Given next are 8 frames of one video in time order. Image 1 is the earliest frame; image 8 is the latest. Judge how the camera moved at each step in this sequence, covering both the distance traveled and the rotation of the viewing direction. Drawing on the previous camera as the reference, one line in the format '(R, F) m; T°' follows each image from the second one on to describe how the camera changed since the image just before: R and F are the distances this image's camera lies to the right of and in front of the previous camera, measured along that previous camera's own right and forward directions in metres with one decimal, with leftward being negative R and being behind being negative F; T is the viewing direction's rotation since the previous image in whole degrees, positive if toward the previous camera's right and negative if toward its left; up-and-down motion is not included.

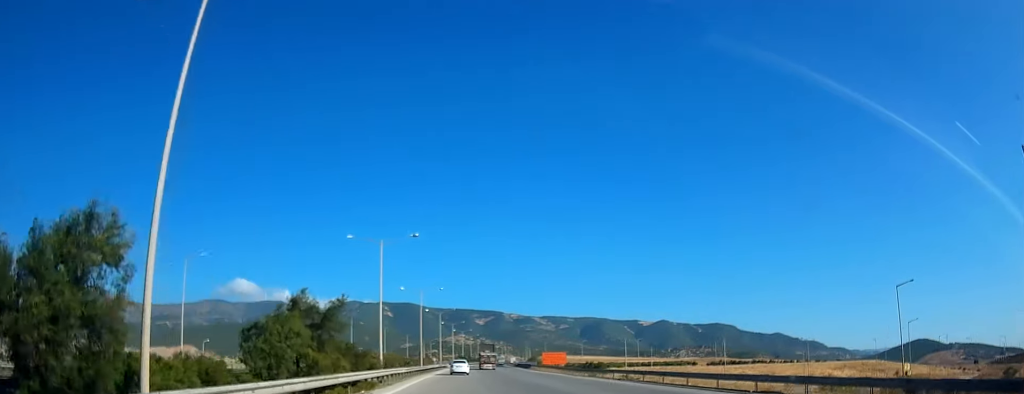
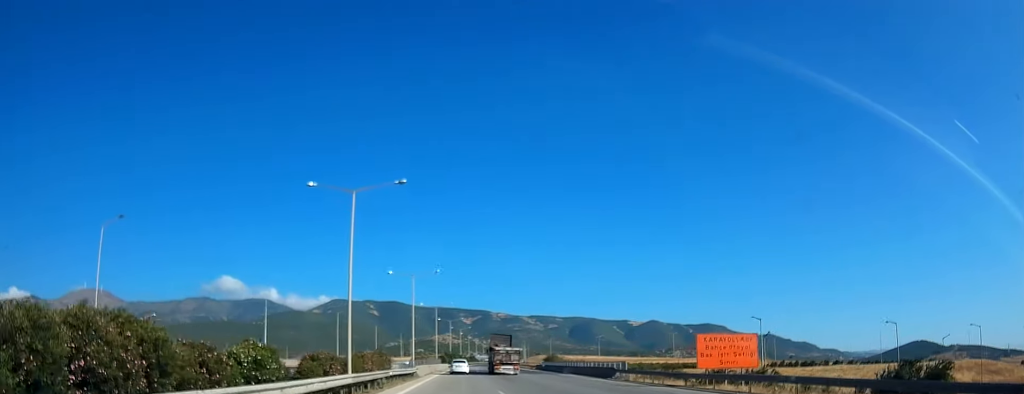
(+1.0, +67.2) m; +1°
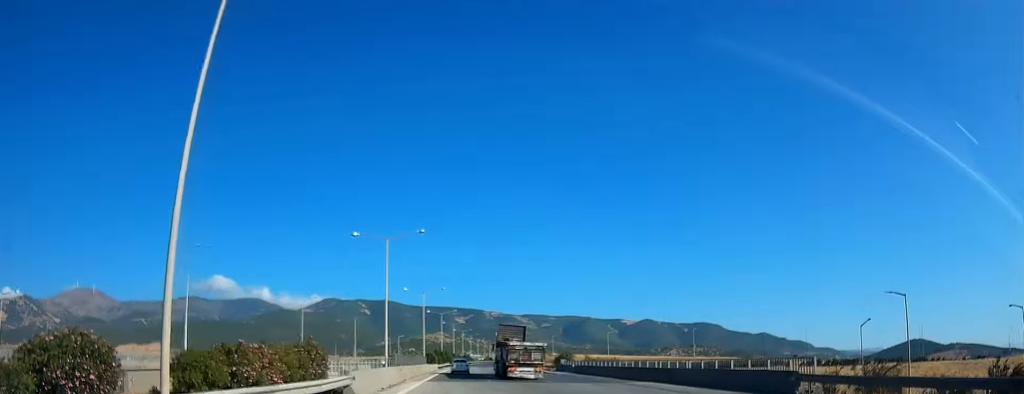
(0.0, +28.4) m; +1°
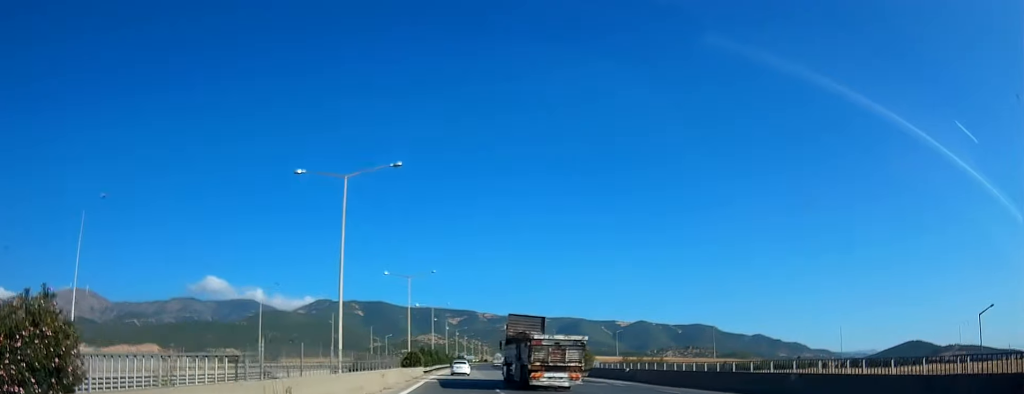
(+0.1, +23.1) m; +1°
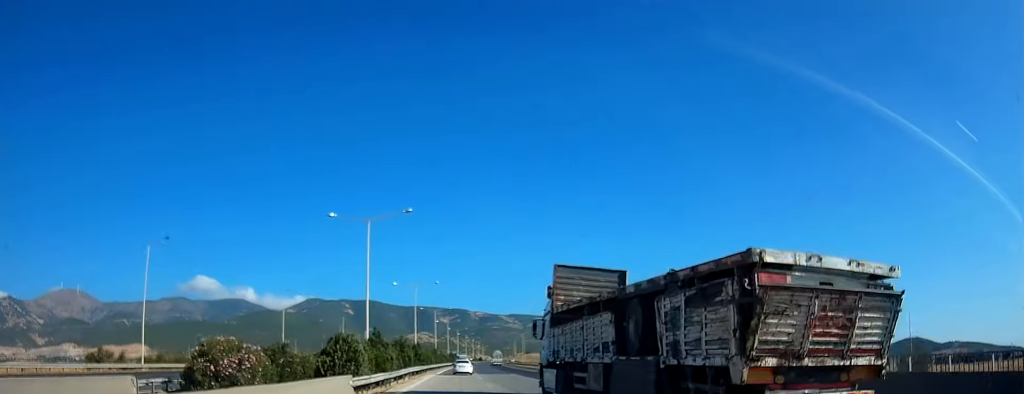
(+0.6, +36.9) m; +1°
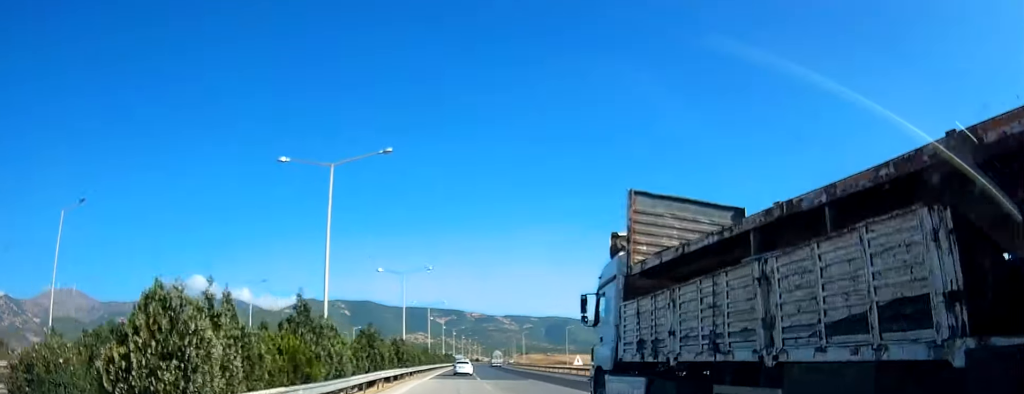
(+0.1, +16.4) m; 0°
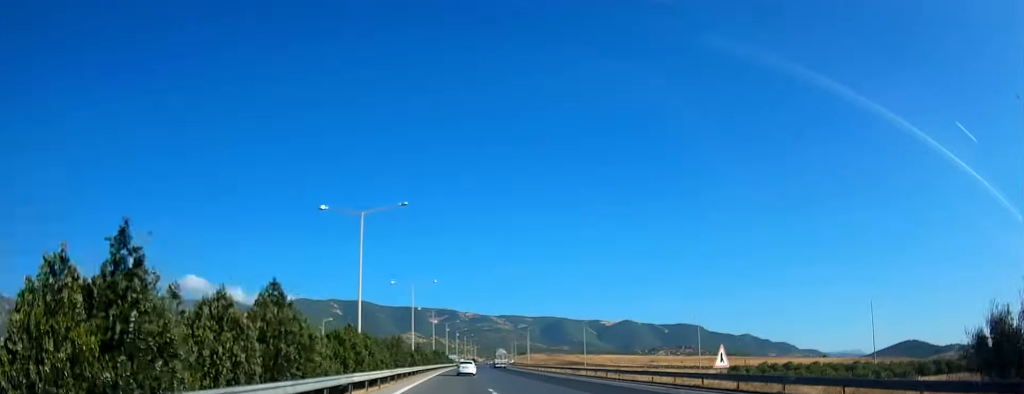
(0.0, +36.8) m; 0°
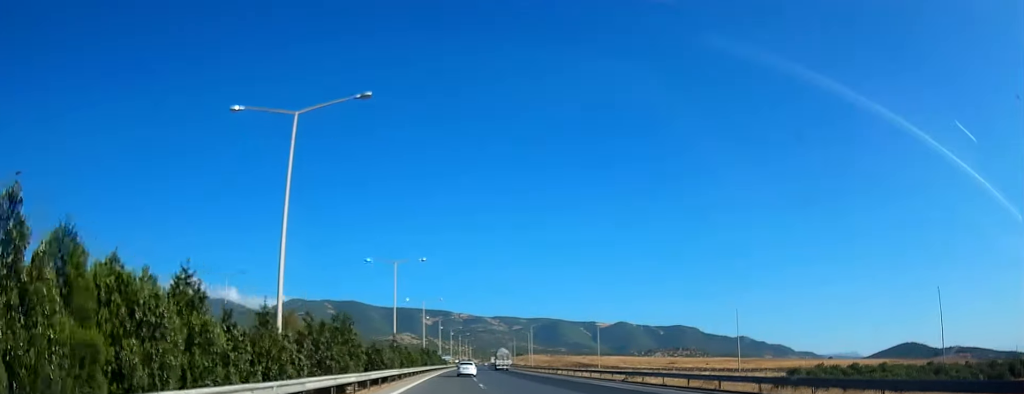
(0.0, +22.4) m; 0°
